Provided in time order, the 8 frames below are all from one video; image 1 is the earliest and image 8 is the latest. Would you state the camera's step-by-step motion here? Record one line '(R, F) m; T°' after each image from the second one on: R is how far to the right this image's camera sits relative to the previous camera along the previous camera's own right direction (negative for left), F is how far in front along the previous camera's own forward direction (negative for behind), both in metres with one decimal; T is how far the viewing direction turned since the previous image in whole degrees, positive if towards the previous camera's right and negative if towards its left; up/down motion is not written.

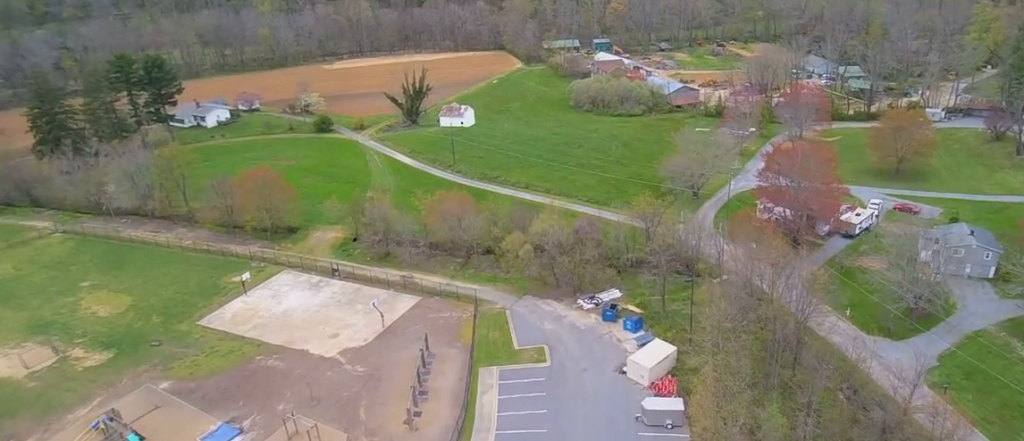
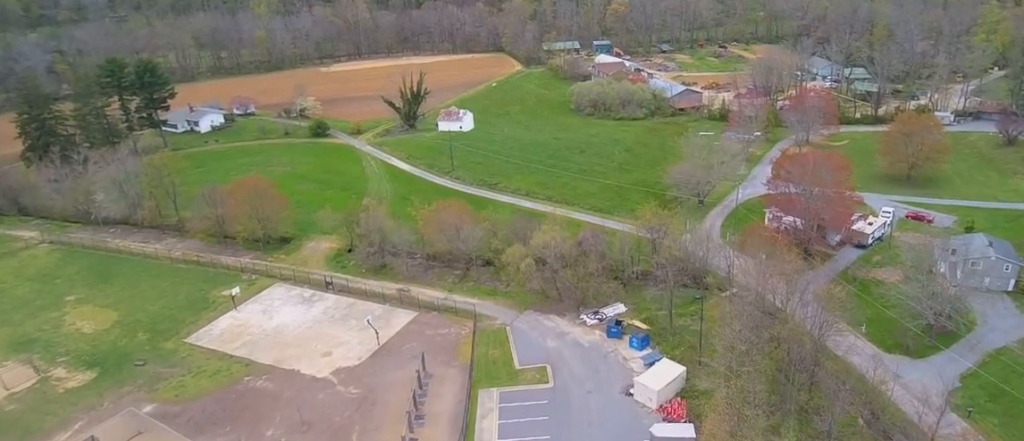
(0.0, +3.8) m; +1°
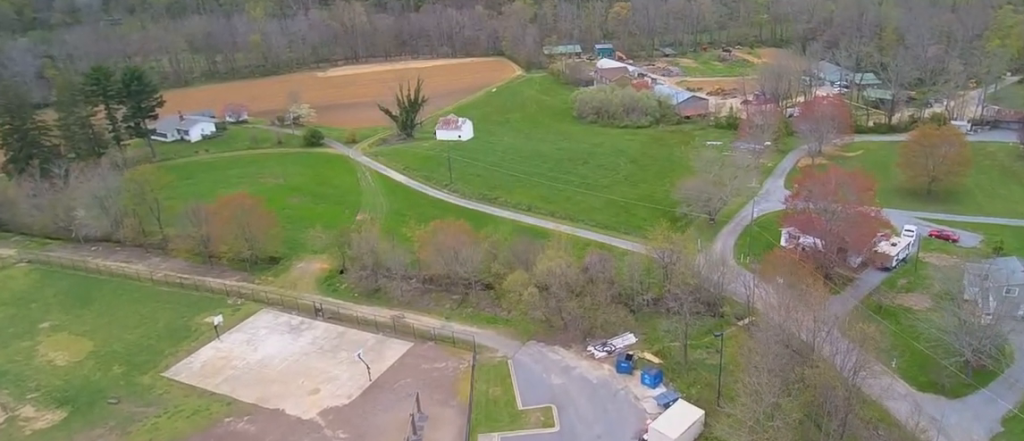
(+0.1, +6.5) m; +1°
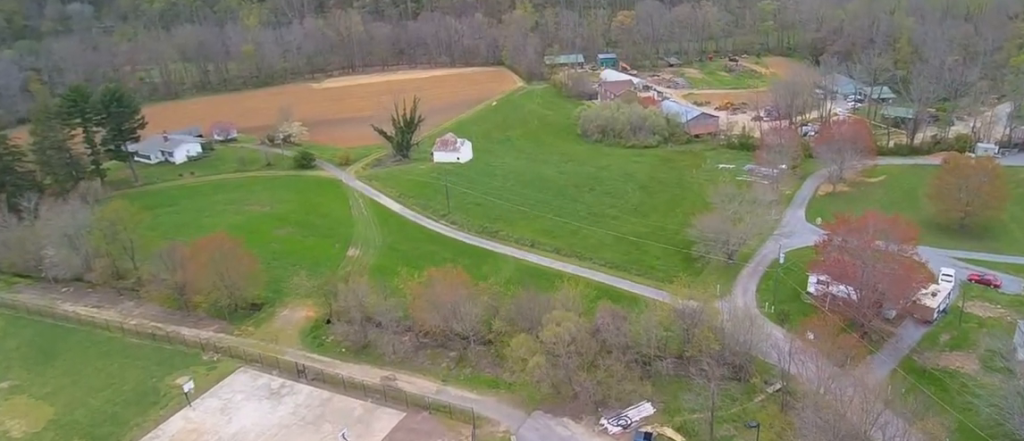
(+0.1, +10.6) m; -1°
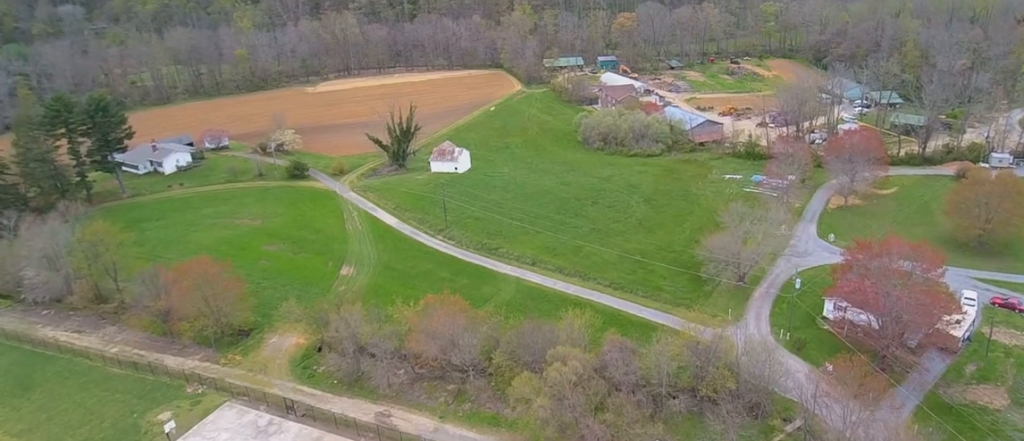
(-0.1, +5.2) m; -1°
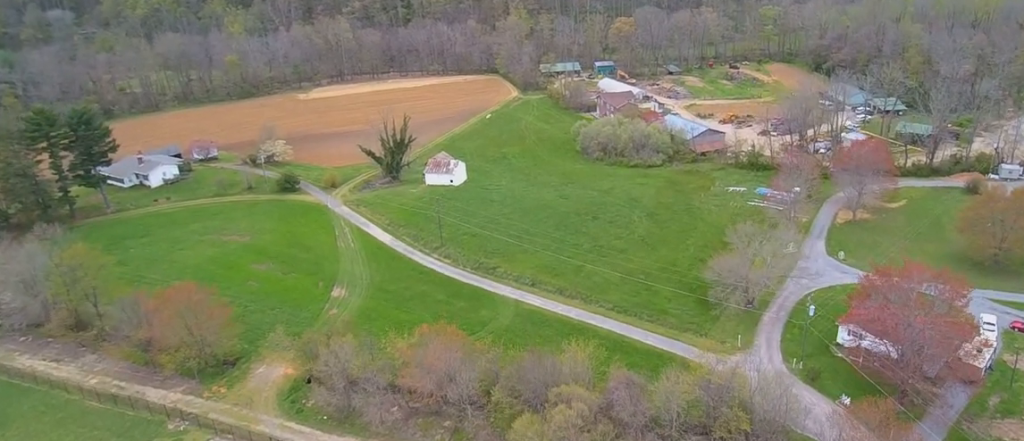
(0.0, +5.3) m; +1°
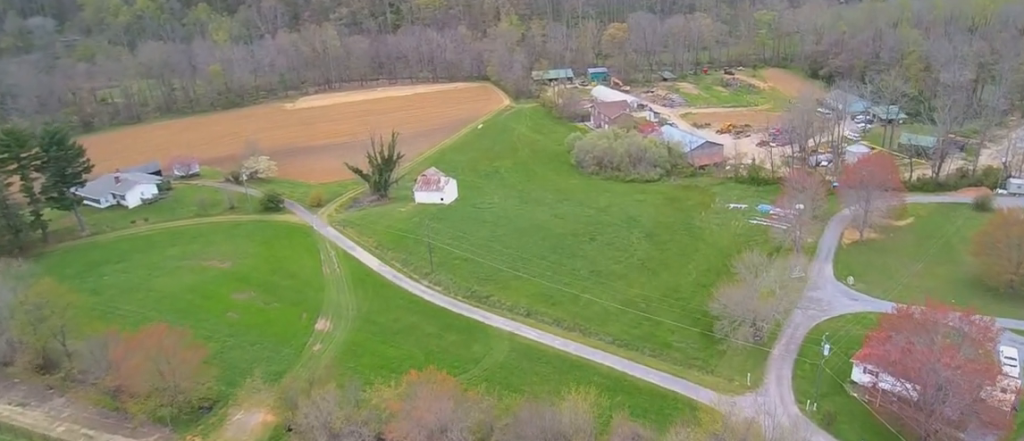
(+0.1, +6.3) m; +3°
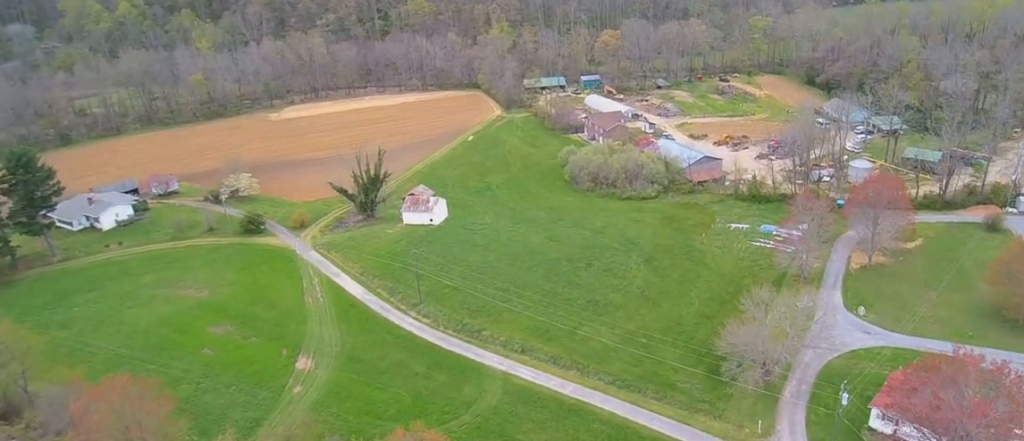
(+0.2, +7.5) m; +3°
